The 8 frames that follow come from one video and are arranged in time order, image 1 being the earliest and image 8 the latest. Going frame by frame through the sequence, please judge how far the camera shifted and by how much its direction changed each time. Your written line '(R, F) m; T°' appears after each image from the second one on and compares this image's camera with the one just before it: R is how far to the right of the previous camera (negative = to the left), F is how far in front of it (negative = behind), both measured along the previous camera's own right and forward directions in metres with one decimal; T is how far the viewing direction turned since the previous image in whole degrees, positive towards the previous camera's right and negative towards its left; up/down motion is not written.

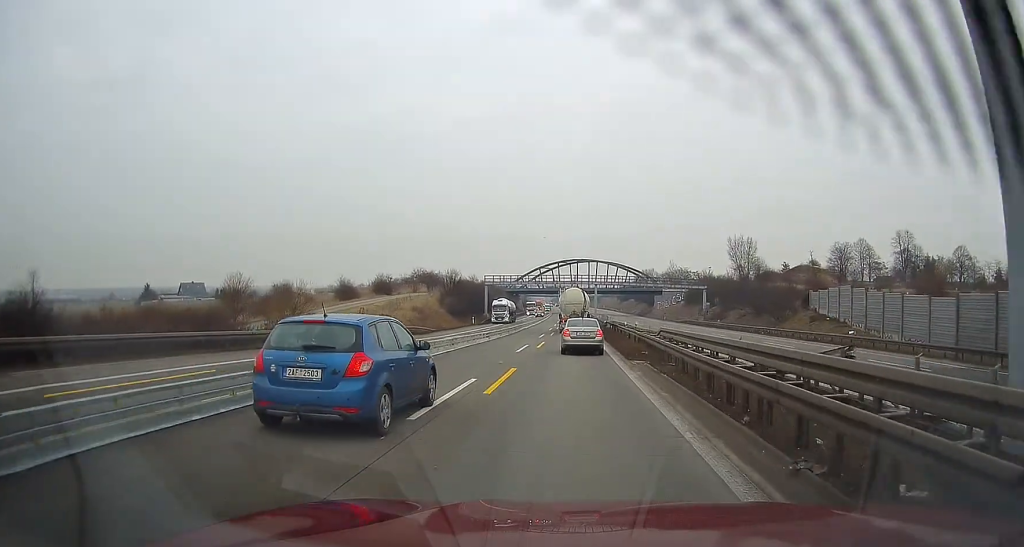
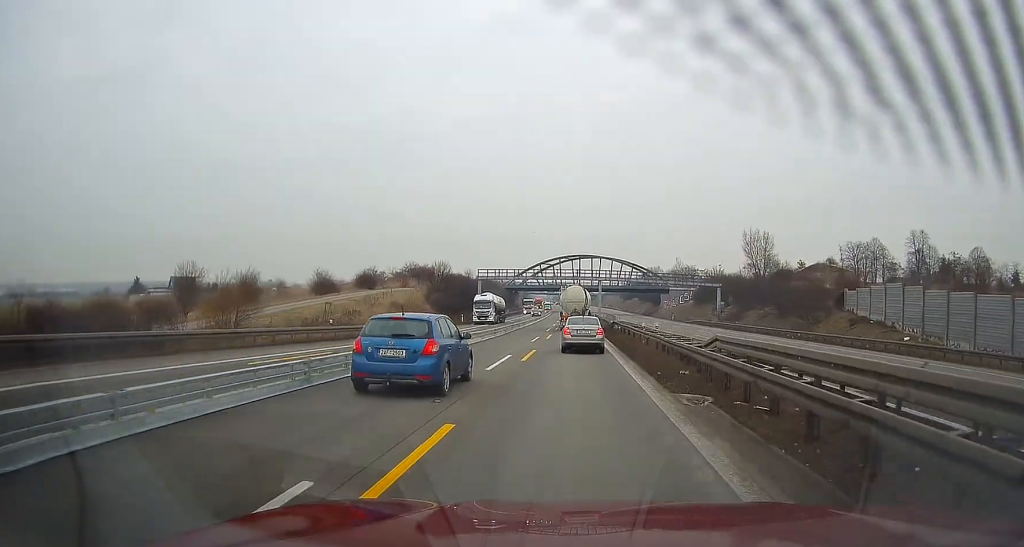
(0.0, +9.8) m; 0°
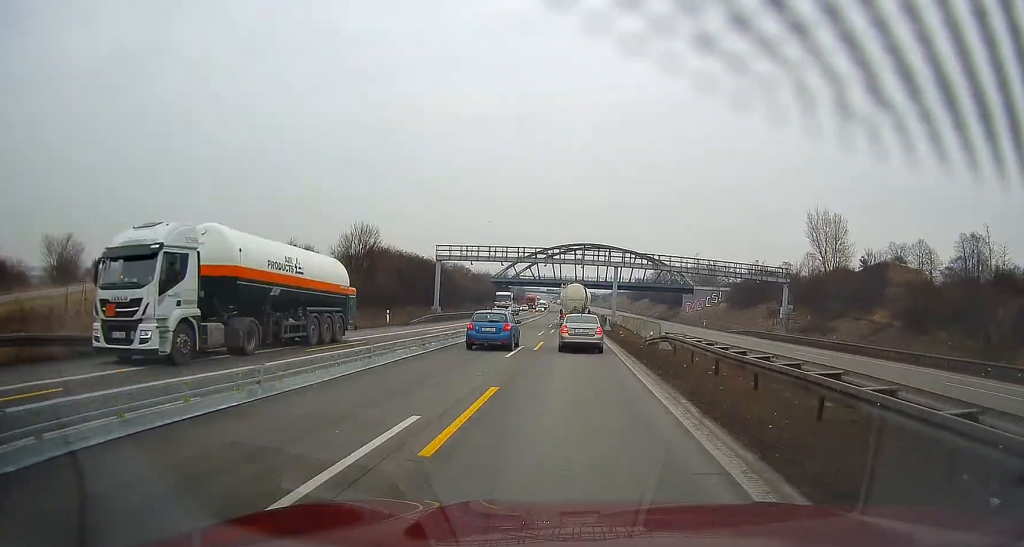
(+0.5, +31.8) m; +1°
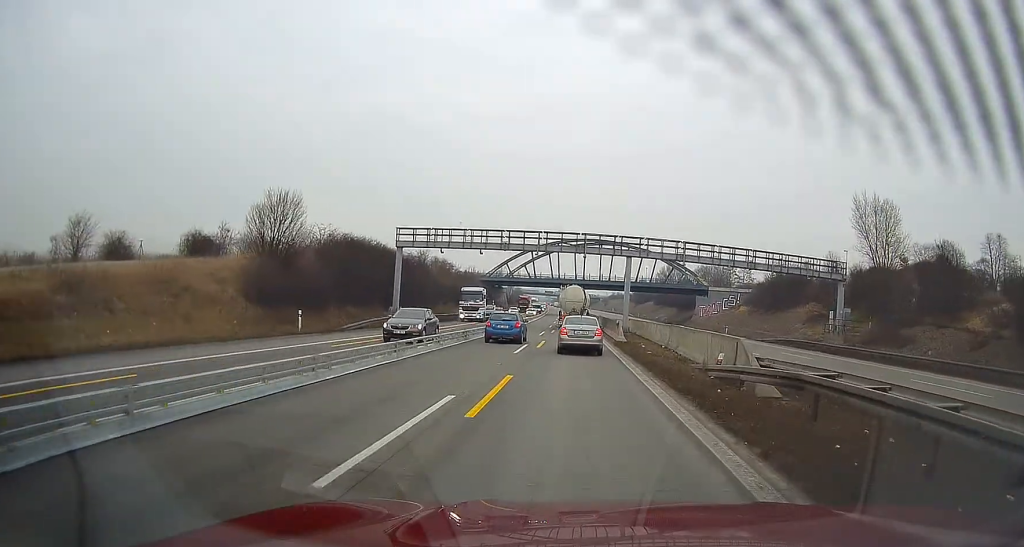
(0.0, +15.3) m; 0°
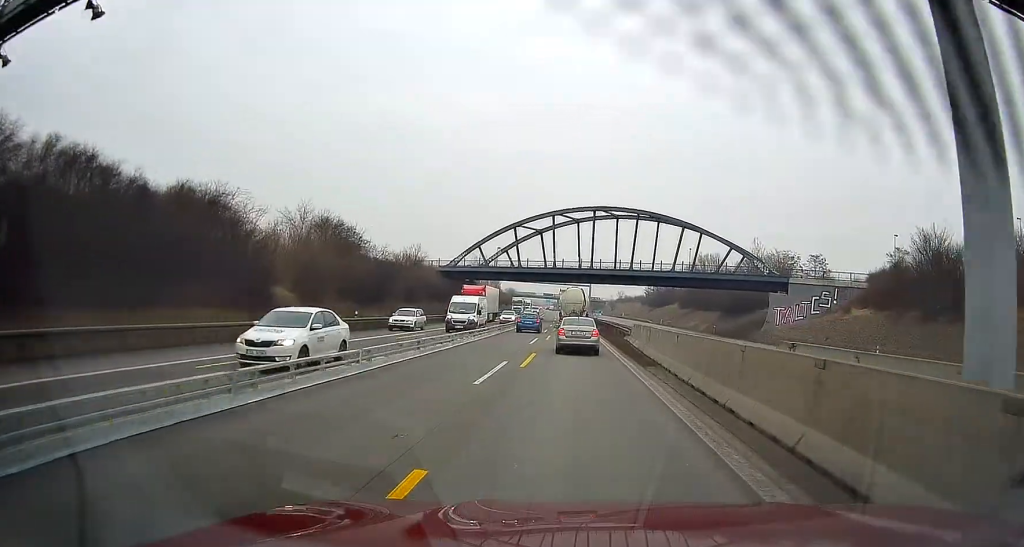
(0.0, +44.3) m; 0°
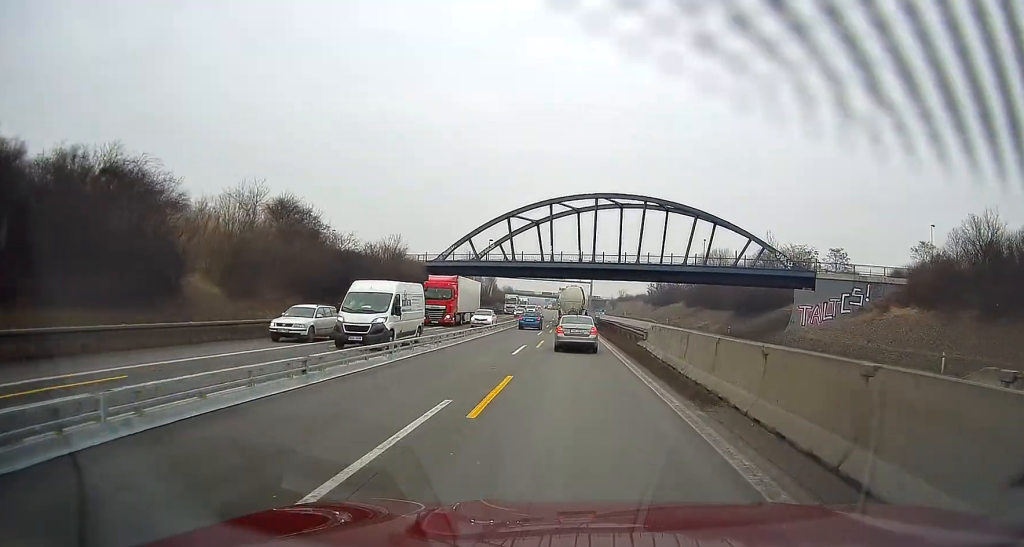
(+0.1, +8.9) m; 0°
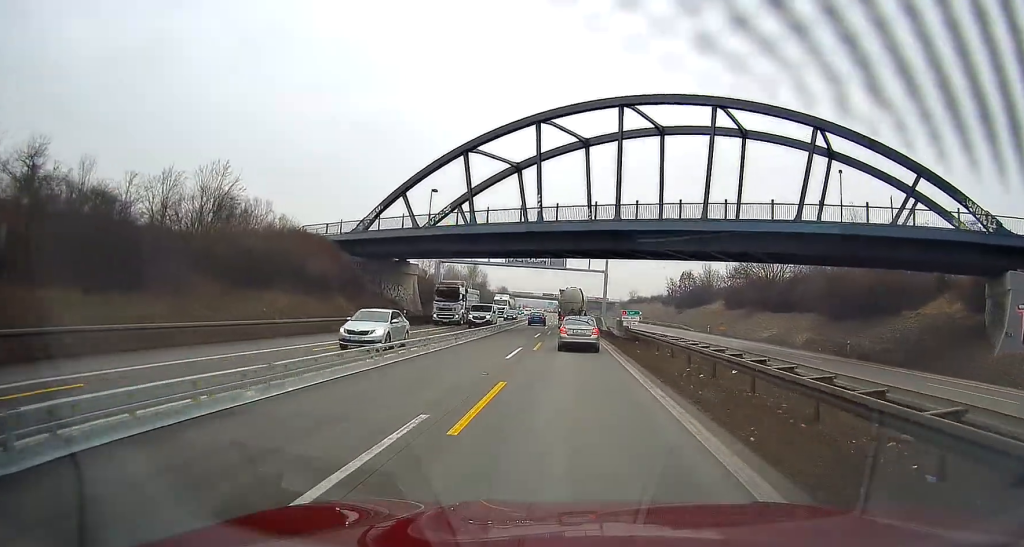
(-0.8, +36.7) m; -1°
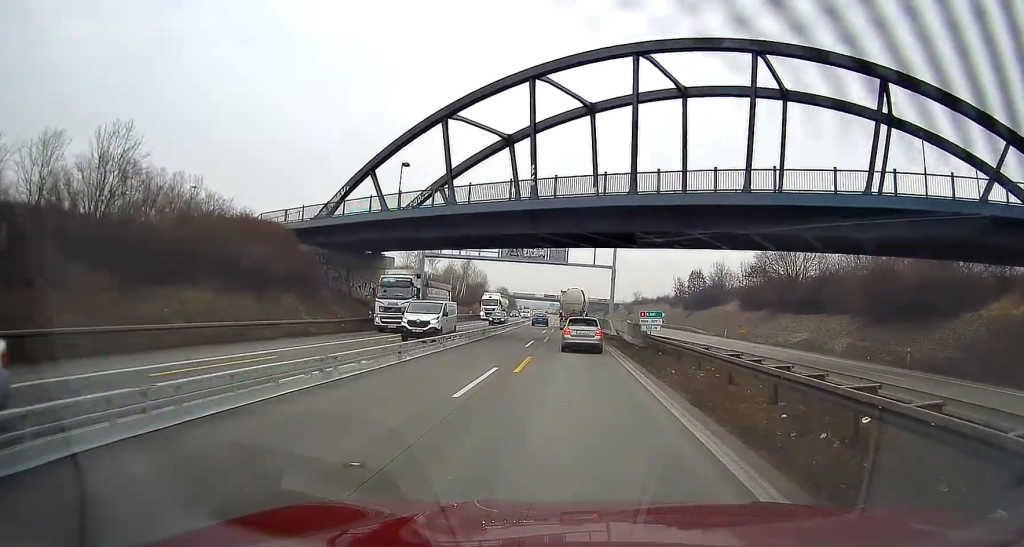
(0.0, +9.3) m; 0°
